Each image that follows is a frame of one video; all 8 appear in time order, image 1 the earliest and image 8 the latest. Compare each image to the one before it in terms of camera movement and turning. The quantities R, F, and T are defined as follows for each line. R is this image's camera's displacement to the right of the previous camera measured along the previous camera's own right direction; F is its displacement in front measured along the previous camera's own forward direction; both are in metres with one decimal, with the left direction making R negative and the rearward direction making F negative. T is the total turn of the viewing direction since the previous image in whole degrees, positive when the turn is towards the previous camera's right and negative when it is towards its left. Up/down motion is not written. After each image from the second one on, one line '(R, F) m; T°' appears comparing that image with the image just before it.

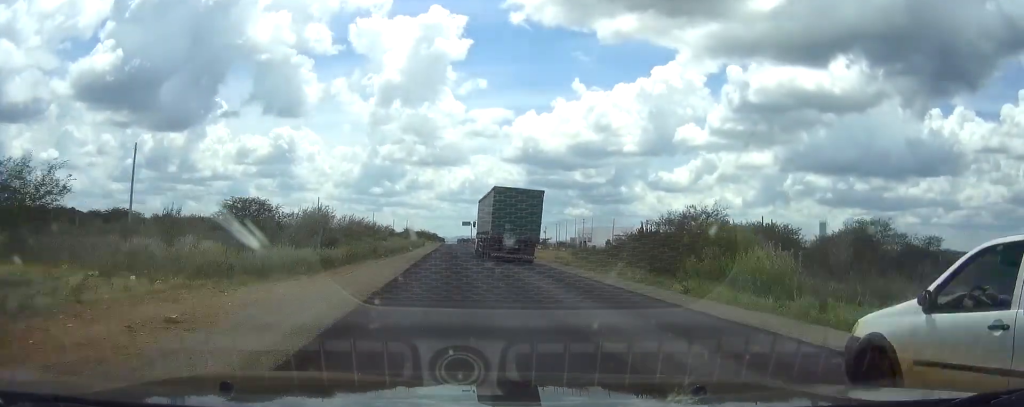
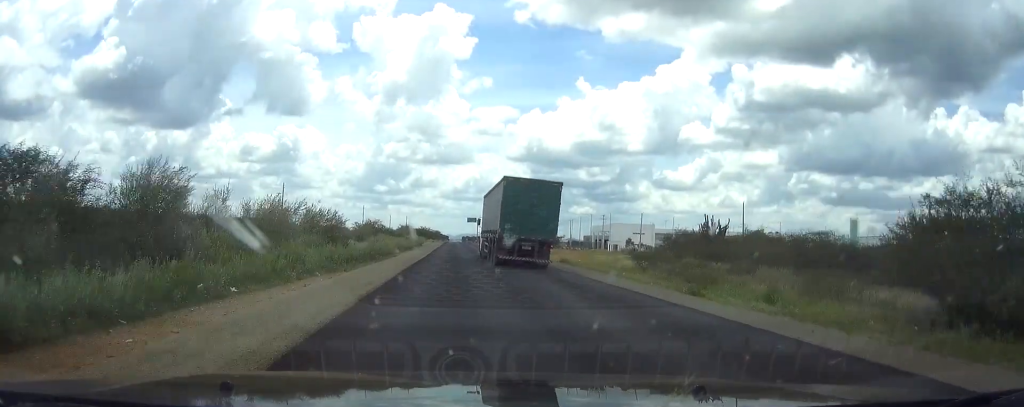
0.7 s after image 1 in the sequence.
(0.0, +22.4) m; 0°
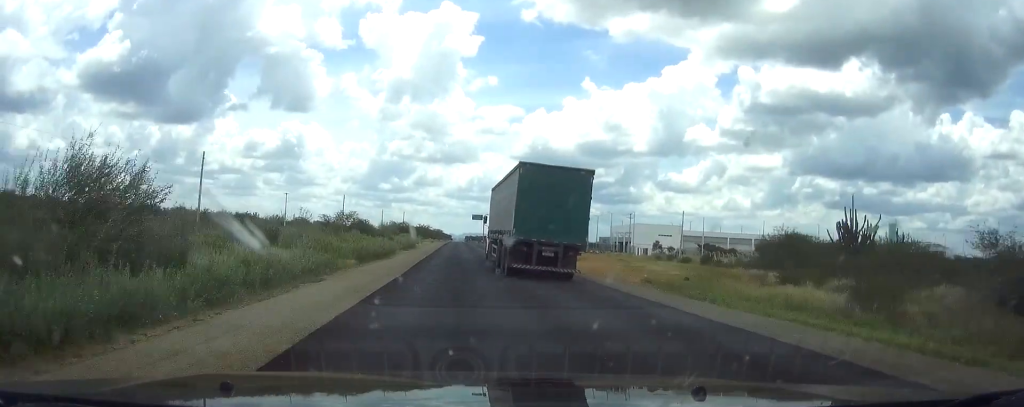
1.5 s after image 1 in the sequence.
(-0.1, +26.9) m; 0°
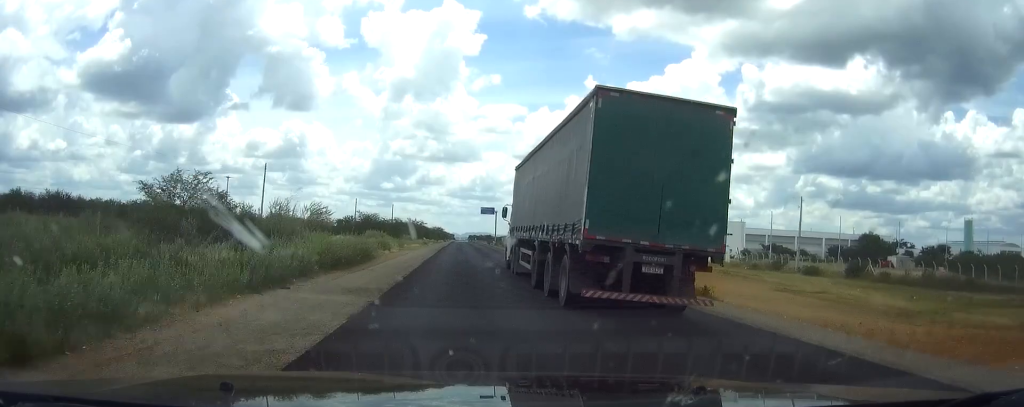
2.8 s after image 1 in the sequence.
(-0.2, +46.8) m; 0°
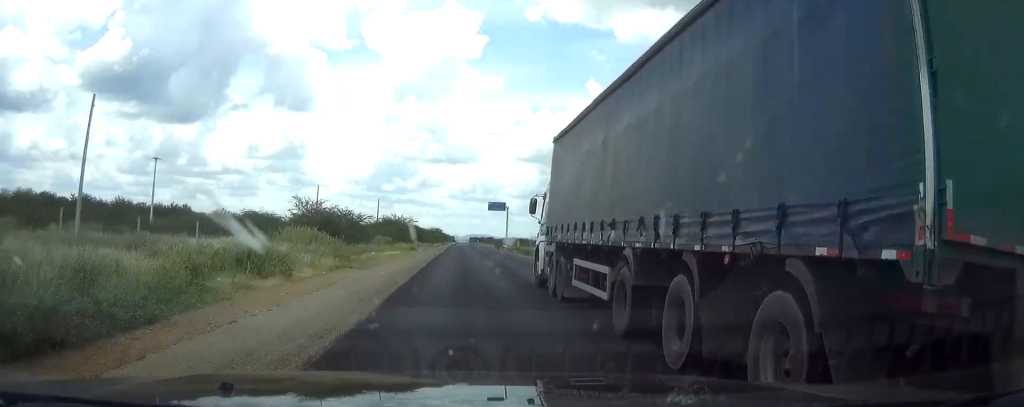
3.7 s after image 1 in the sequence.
(+0.1, +31.0) m; 0°
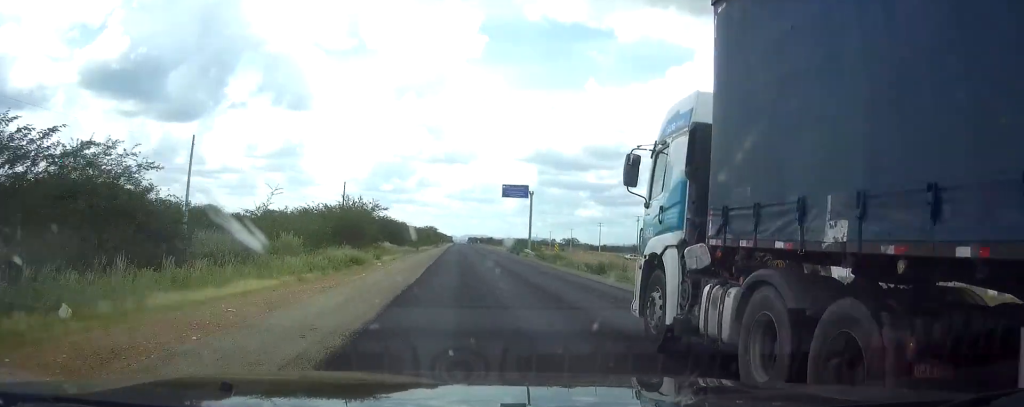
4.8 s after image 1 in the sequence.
(-0.1, +40.1) m; 0°
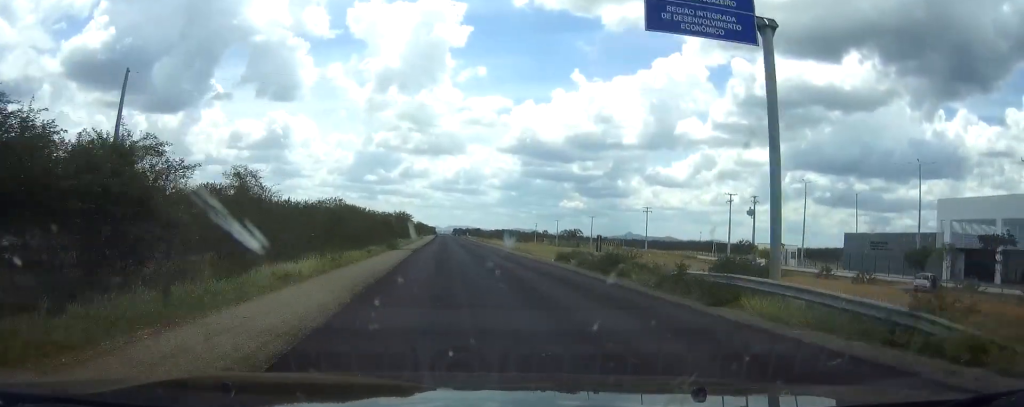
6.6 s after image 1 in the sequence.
(+0.5, +62.9) m; +1°
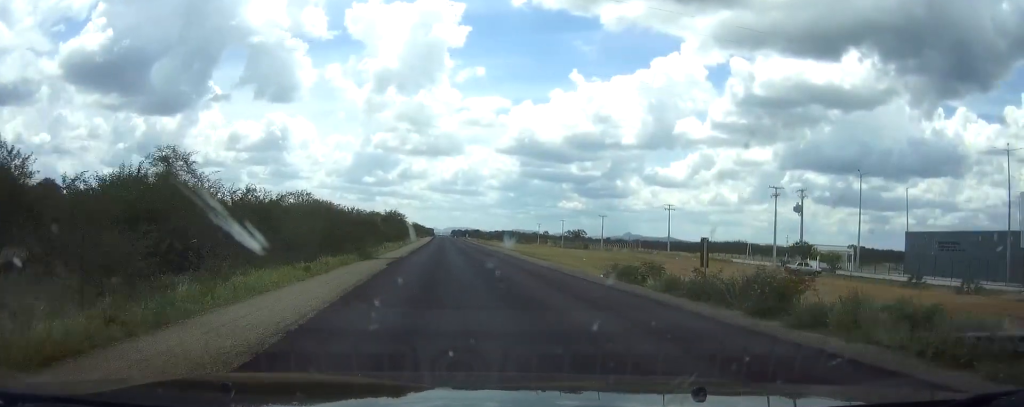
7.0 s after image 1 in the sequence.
(0.0, +16.1) m; 0°
